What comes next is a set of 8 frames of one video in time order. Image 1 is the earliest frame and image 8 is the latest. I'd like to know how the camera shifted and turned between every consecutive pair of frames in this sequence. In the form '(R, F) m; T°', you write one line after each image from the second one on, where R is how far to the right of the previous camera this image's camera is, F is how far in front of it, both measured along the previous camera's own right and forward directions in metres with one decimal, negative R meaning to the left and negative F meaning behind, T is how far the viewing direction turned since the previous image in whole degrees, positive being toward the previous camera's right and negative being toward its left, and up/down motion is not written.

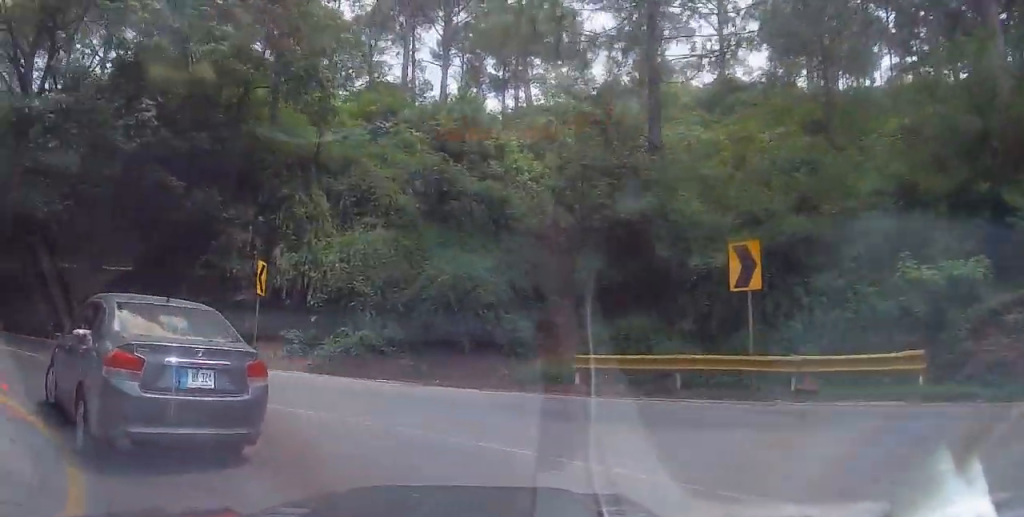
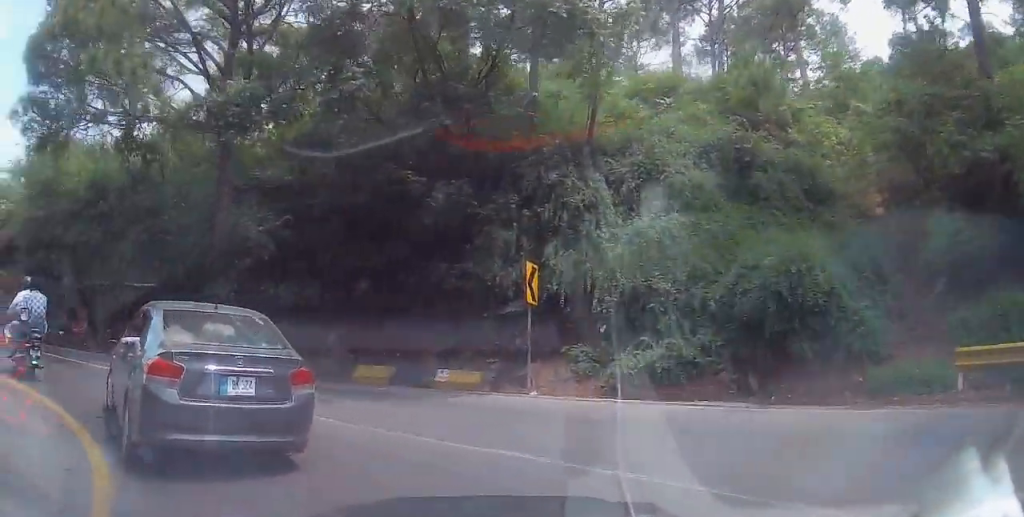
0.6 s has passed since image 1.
(-1.3, +3.2) m; -19°
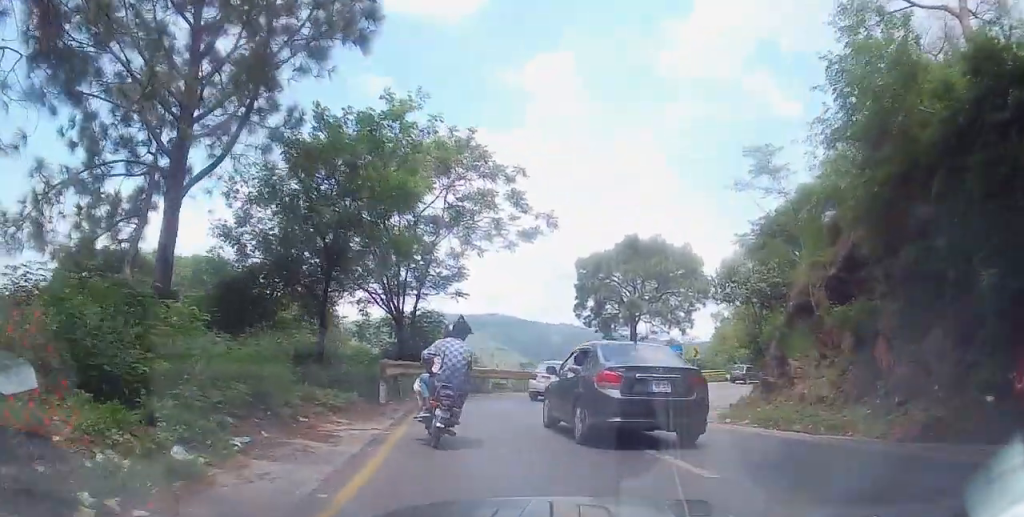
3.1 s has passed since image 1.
(-6.7, +10.2) m; -64°
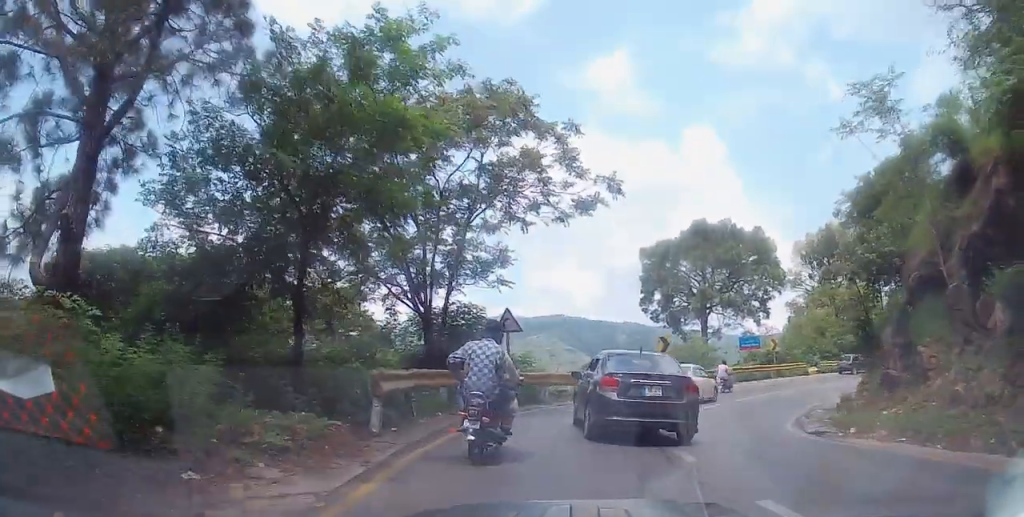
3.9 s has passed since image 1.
(-0.7, +4.0) m; -7°
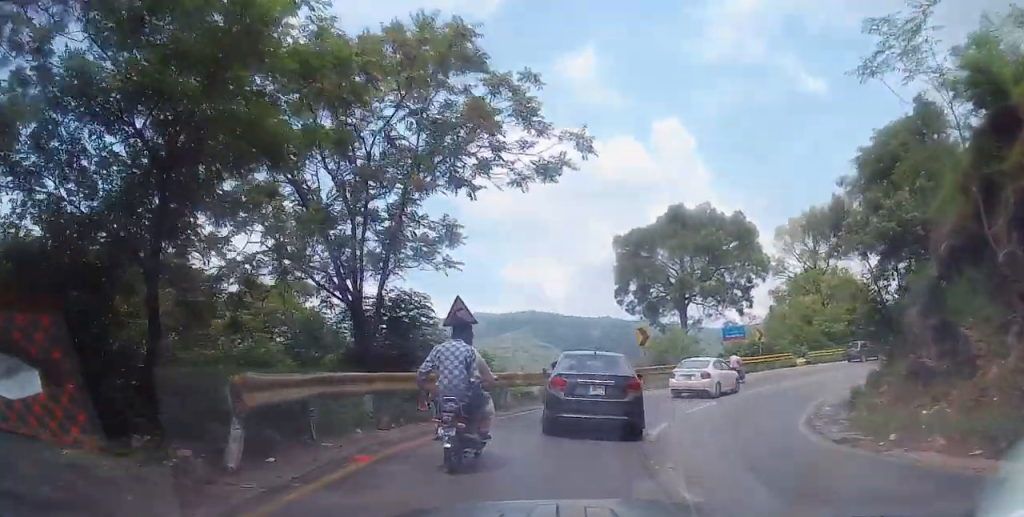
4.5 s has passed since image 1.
(0.0, +3.2) m; 0°
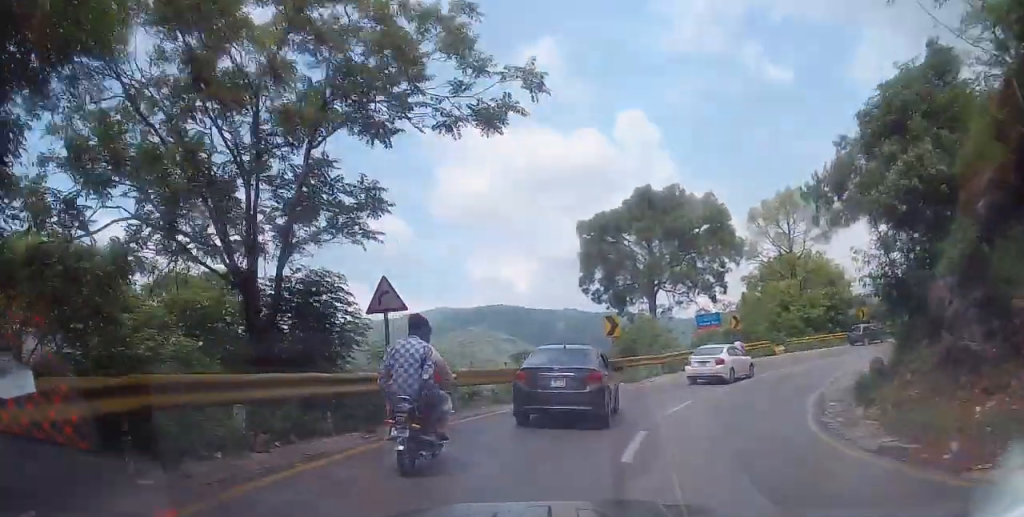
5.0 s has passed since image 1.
(0.0, +3.1) m; +1°
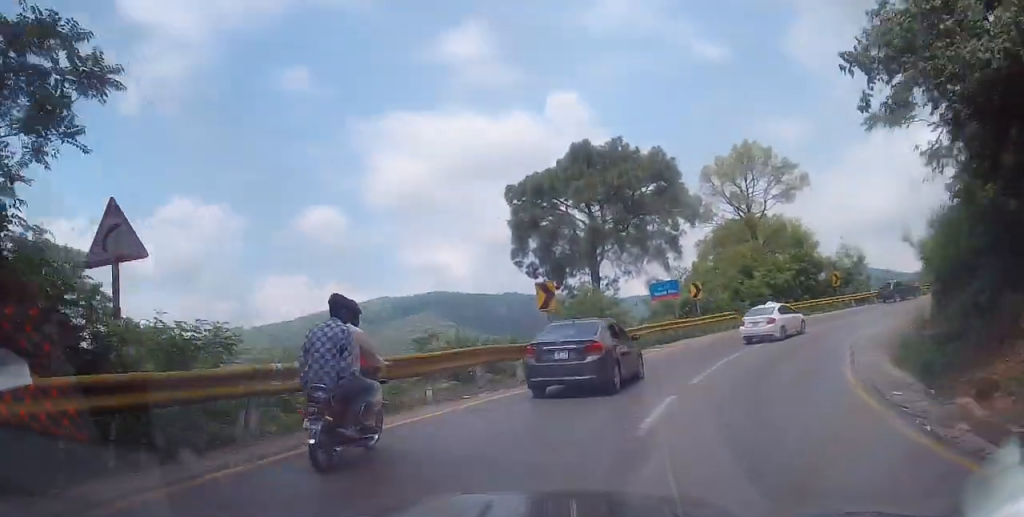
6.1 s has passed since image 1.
(+0.2, +6.5) m; +10°
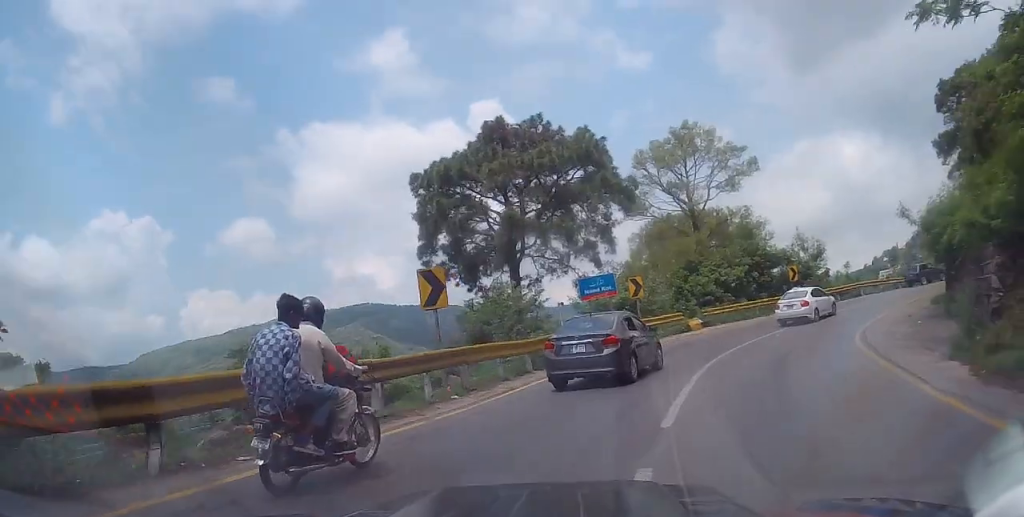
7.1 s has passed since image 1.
(+0.9, +6.1) m; +8°
